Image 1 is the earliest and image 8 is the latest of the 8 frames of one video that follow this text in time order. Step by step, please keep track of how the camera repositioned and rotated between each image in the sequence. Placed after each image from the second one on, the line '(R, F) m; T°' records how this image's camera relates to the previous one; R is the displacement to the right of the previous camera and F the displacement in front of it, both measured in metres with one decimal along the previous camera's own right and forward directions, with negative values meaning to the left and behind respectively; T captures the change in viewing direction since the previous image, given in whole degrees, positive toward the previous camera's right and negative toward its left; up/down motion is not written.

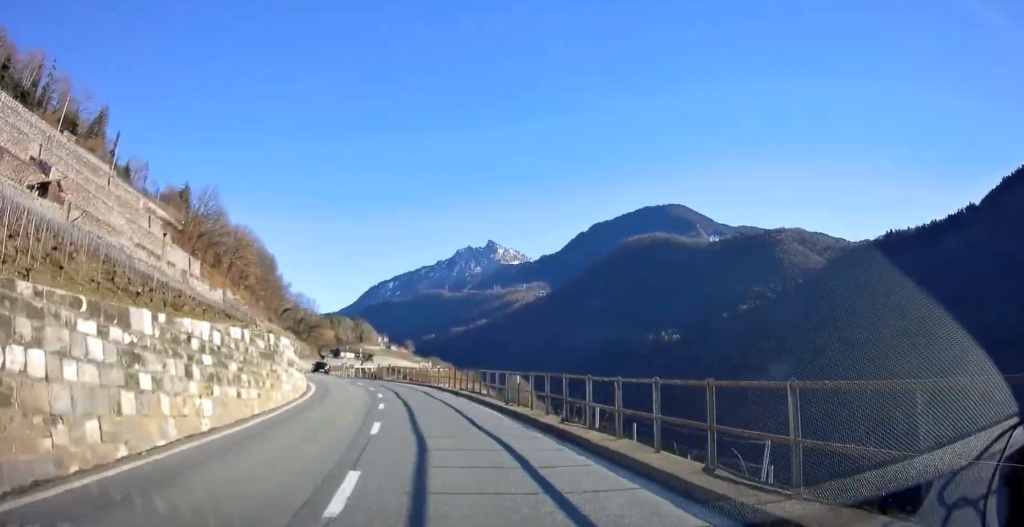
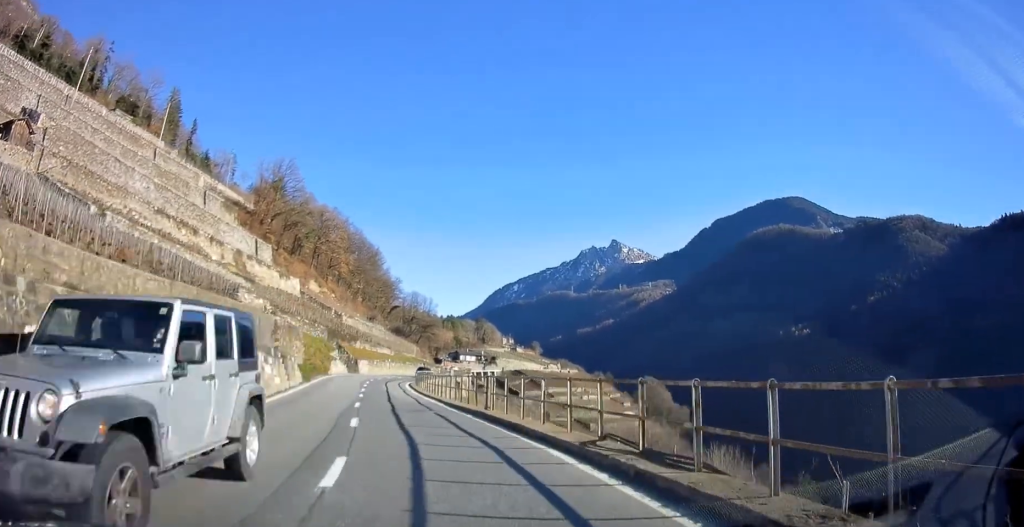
(-3.2, +29.5) m; -12°
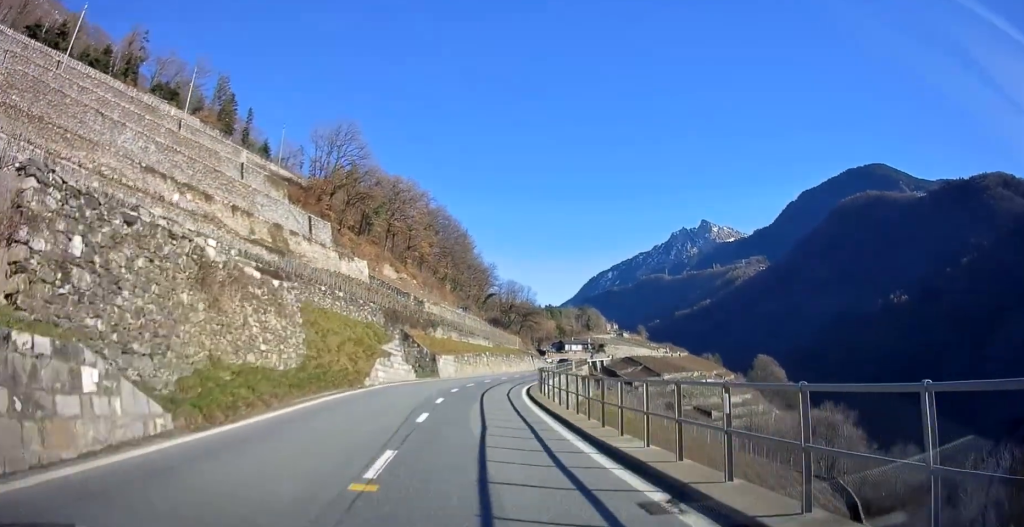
(-1.9, +23.7) m; -9°
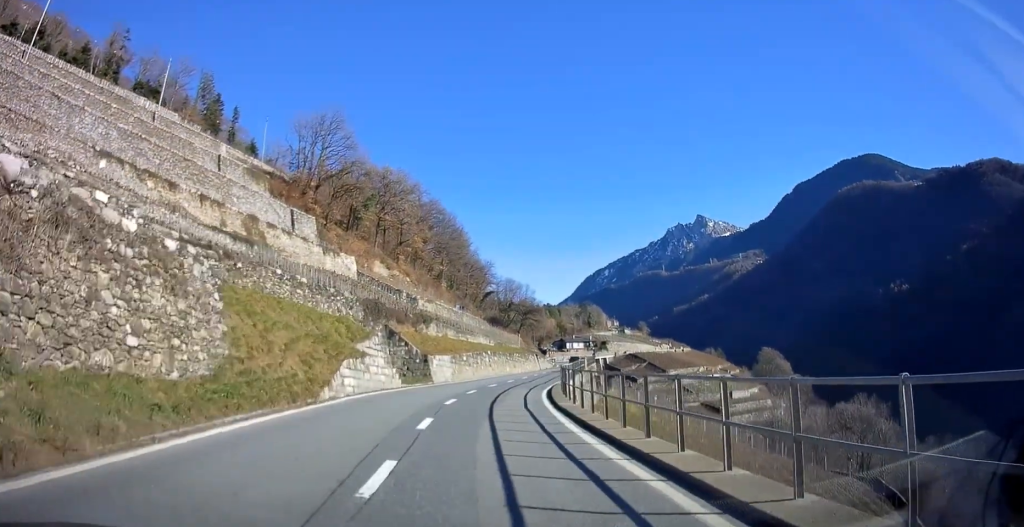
(-0.2, +7.0) m; 0°
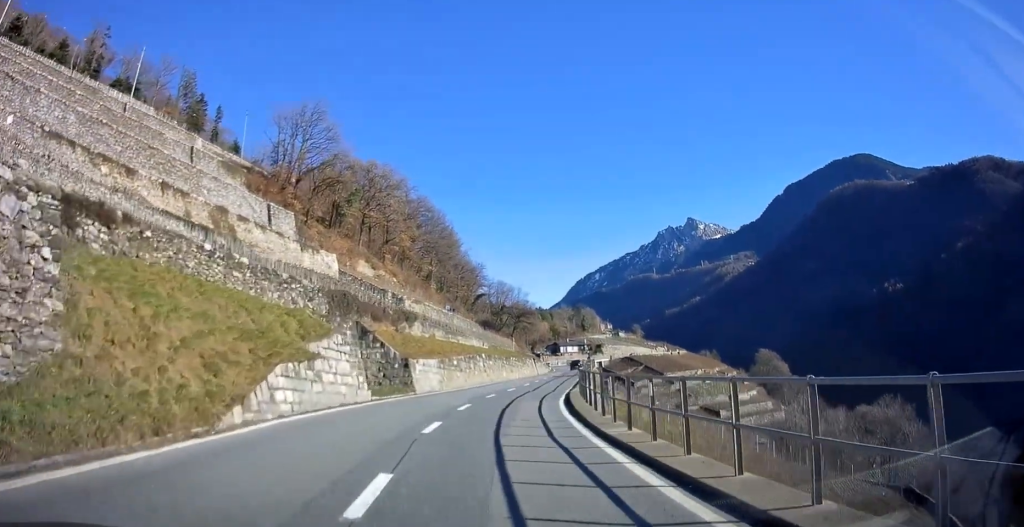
(-0.3, +6.5) m; 0°
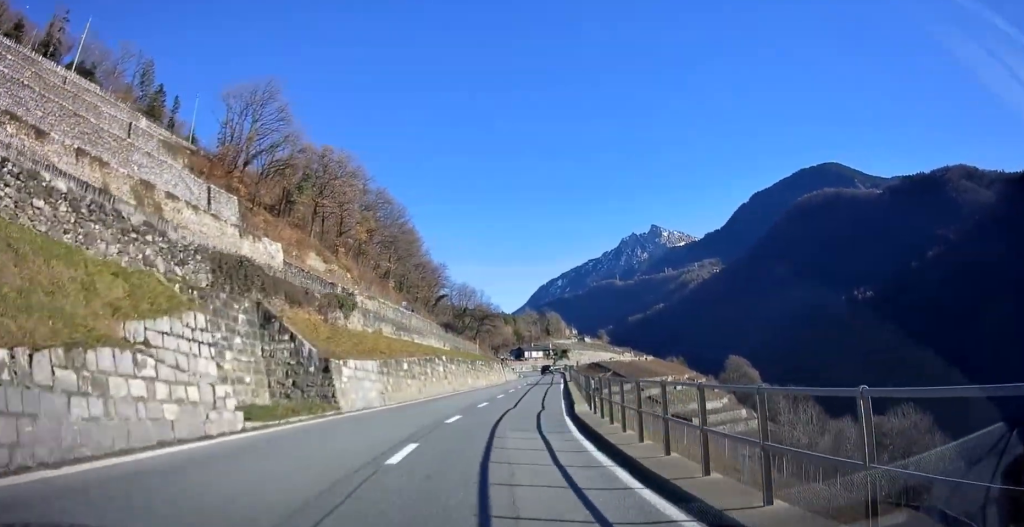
(+0.4, +8.9) m; +3°
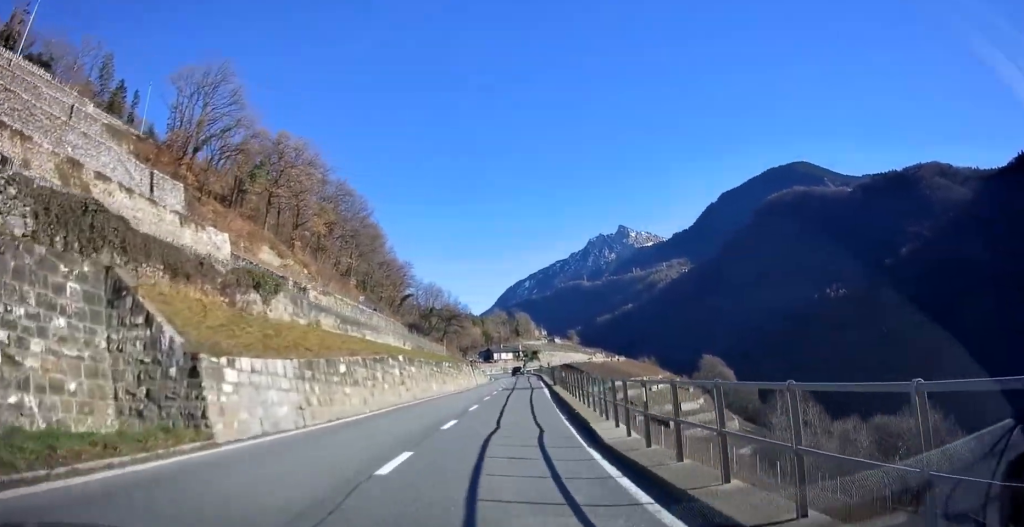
(+0.1, +6.4) m; +2°
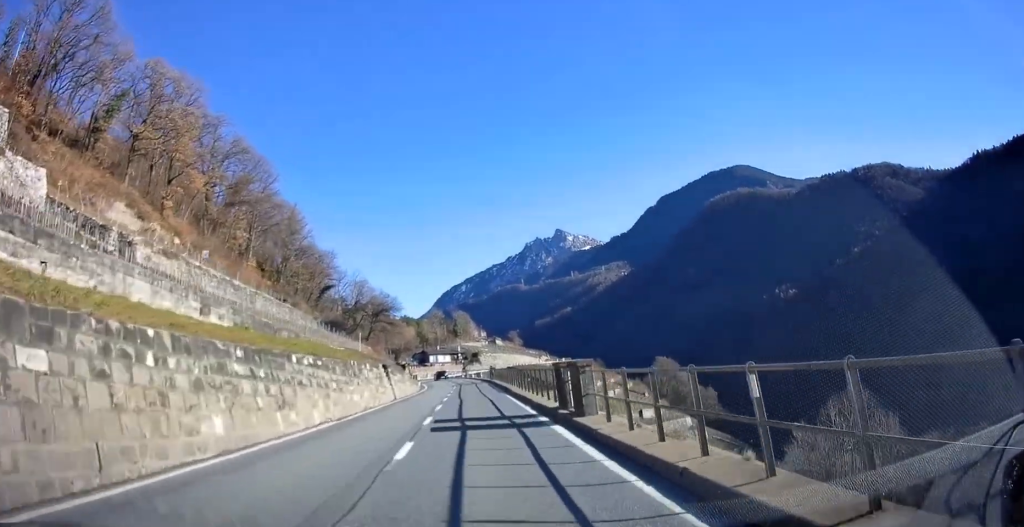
(+1.2, +21.0) m; +5°
